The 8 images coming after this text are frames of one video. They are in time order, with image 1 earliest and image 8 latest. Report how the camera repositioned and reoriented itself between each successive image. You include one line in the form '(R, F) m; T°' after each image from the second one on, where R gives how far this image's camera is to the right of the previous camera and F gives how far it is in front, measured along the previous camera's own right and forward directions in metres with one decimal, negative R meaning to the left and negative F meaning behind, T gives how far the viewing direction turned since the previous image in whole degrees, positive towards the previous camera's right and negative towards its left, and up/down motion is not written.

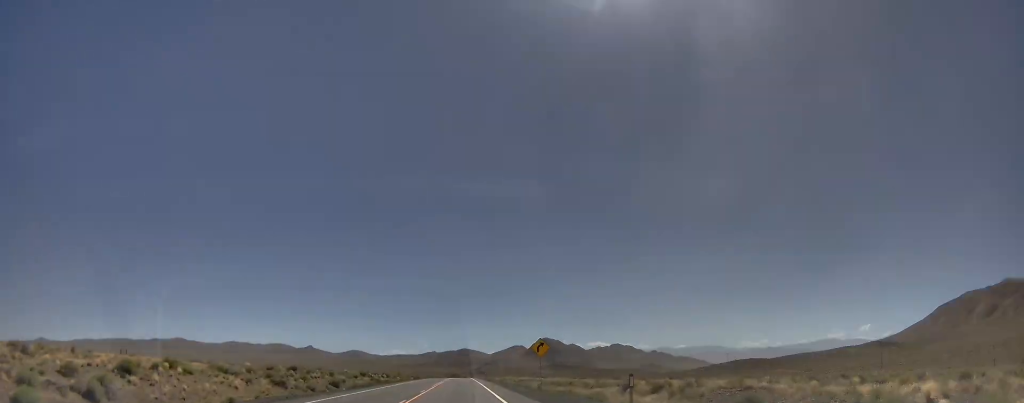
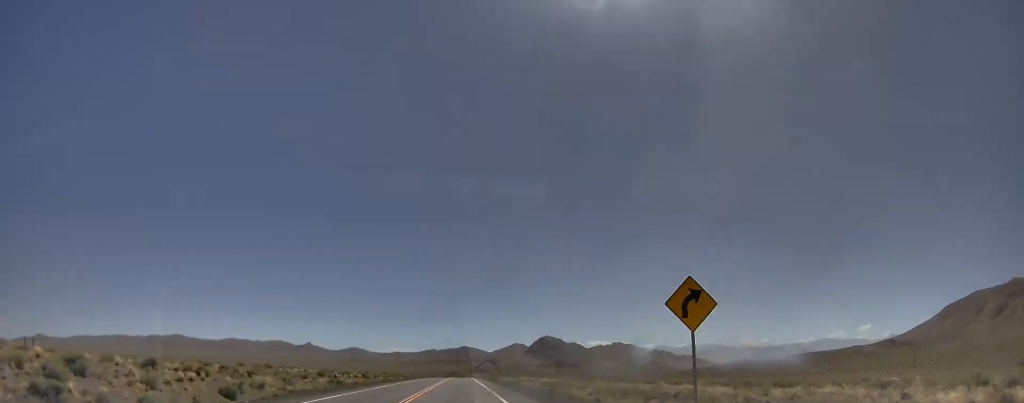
(-0.3, +27.8) m; 0°
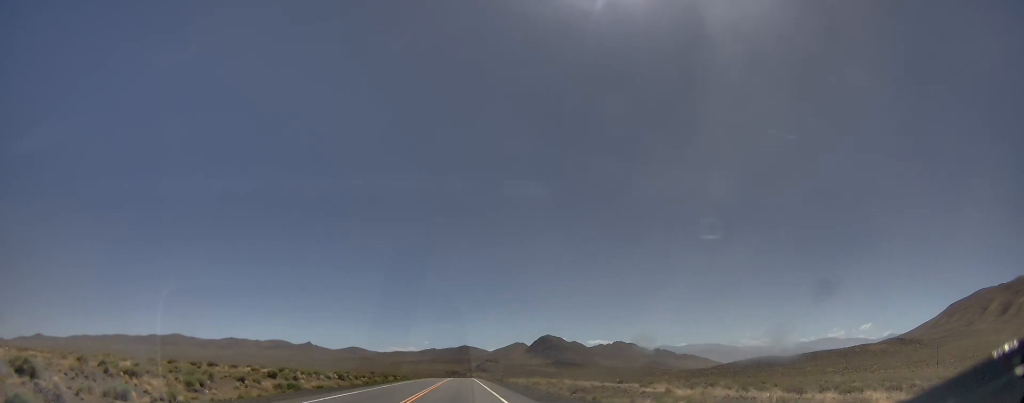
(0.0, +17.1) m; 0°
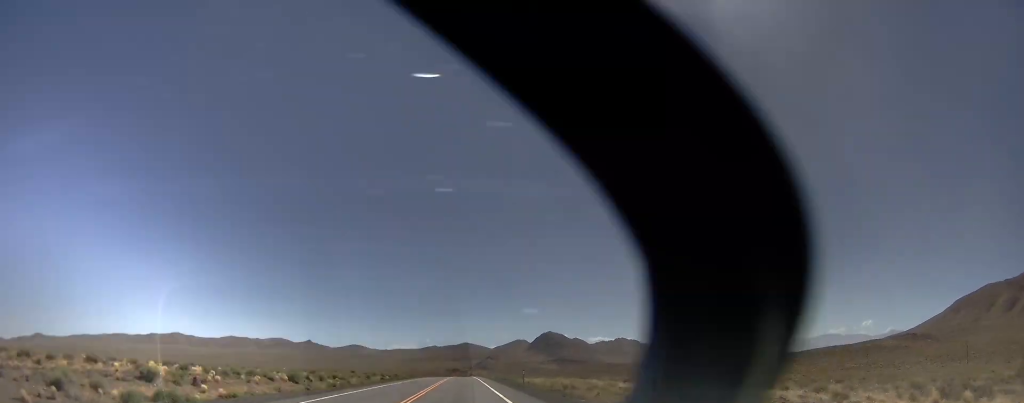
(+0.1, +20.4) m; 0°
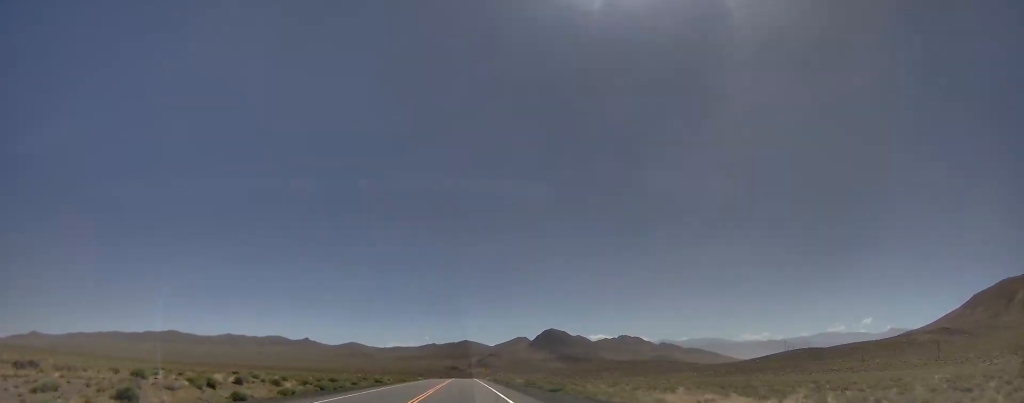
(-0.7, +58.9) m; -1°
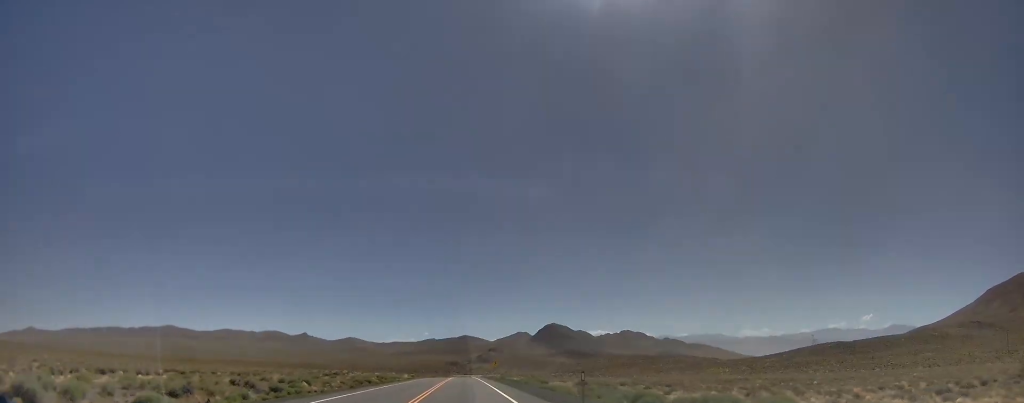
(0.0, +45.1) m; 0°
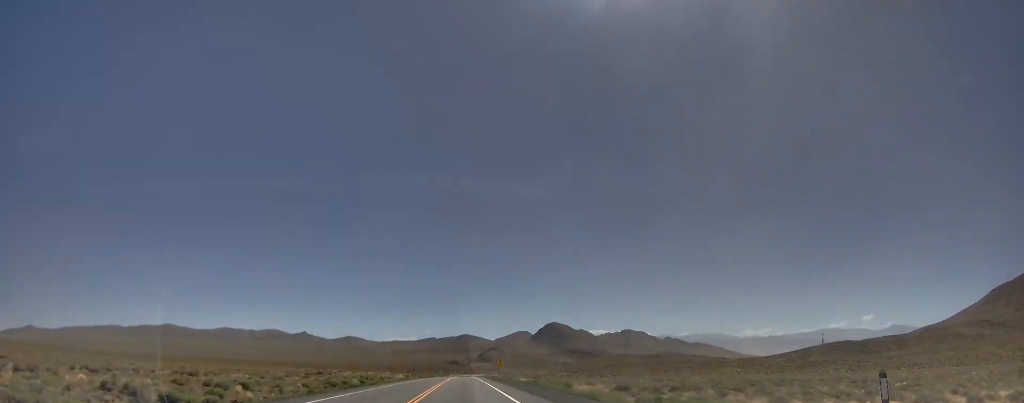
(0.0, +15.0) m; 0°
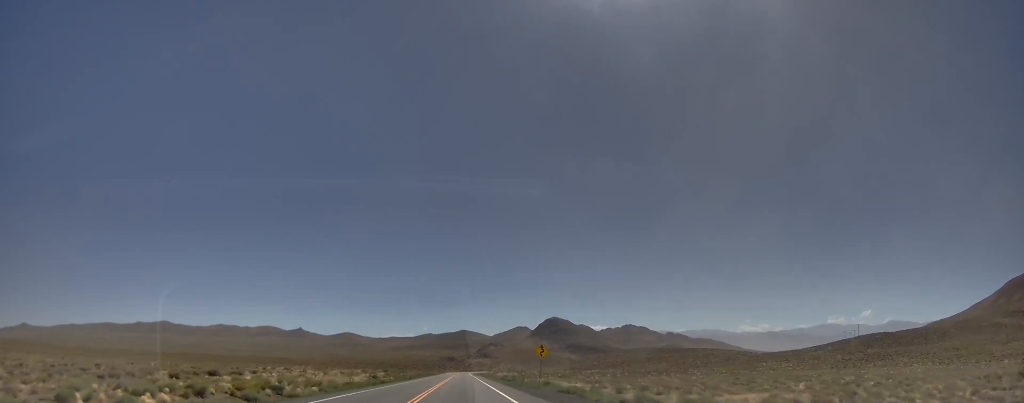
(+0.3, +49.2) m; 0°
